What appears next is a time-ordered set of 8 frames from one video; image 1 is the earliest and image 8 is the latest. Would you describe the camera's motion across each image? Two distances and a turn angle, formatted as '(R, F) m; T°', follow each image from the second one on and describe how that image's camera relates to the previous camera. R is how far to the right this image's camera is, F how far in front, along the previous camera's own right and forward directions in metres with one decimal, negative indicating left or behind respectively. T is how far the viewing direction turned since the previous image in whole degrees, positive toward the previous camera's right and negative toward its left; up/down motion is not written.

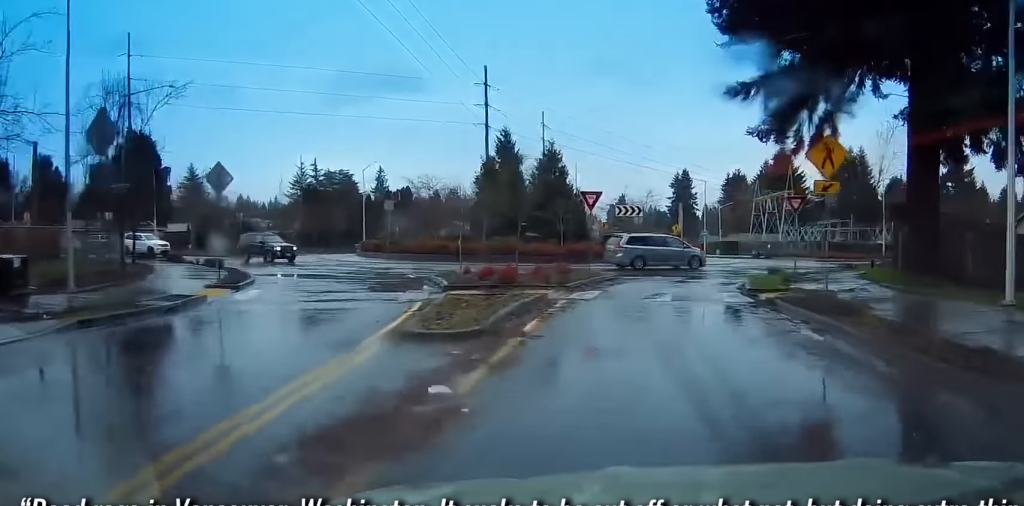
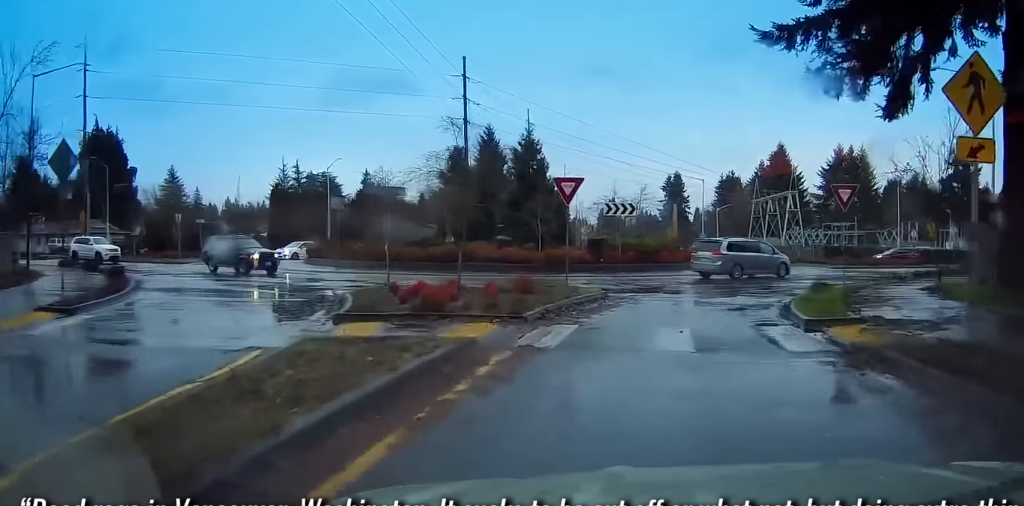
(0.0, +6.8) m; +2°
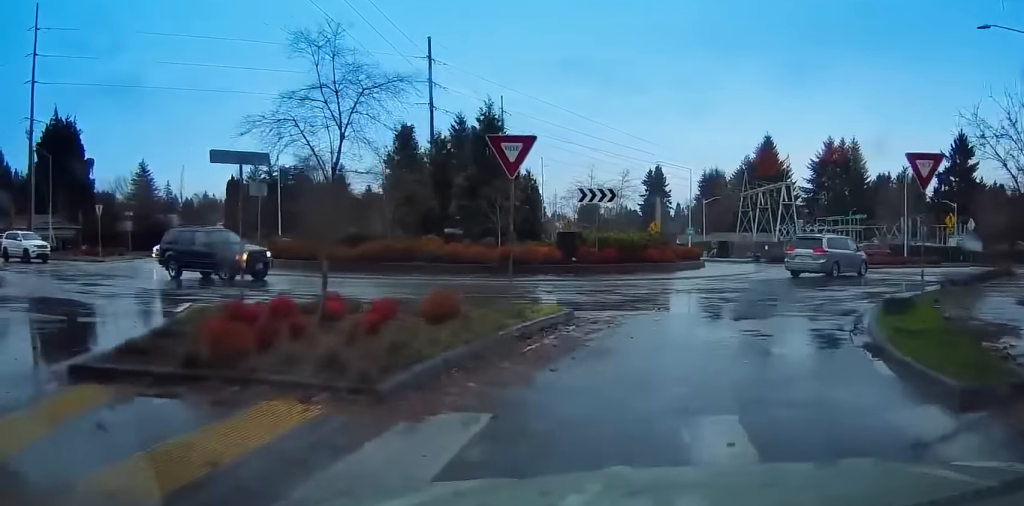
(+0.4, +6.5) m; +1°
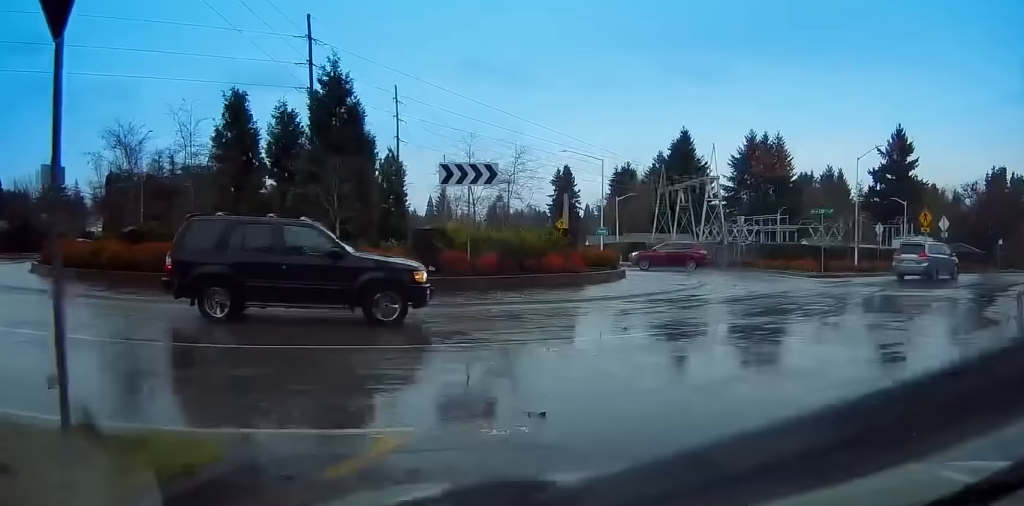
(+0.2, +10.0) m; +8°
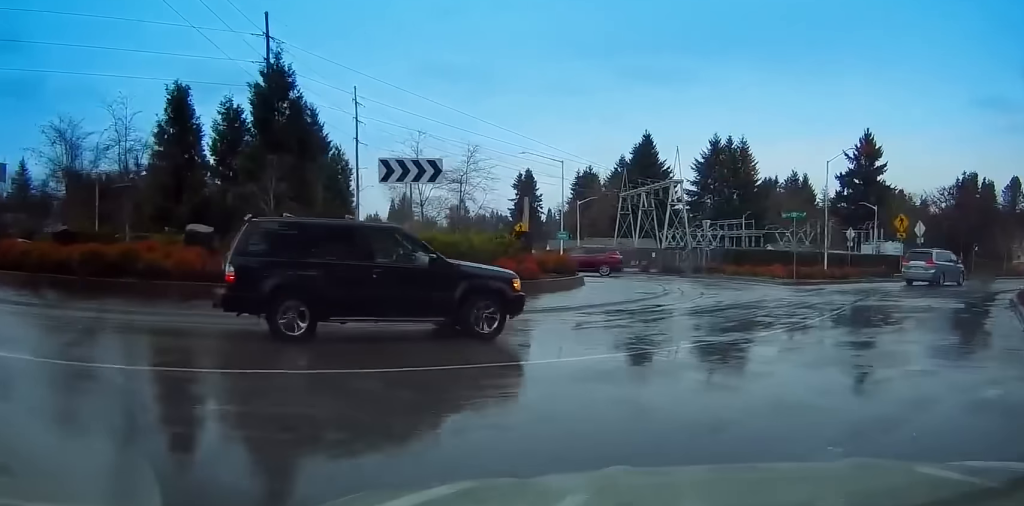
(+0.1, +2.2) m; +4°
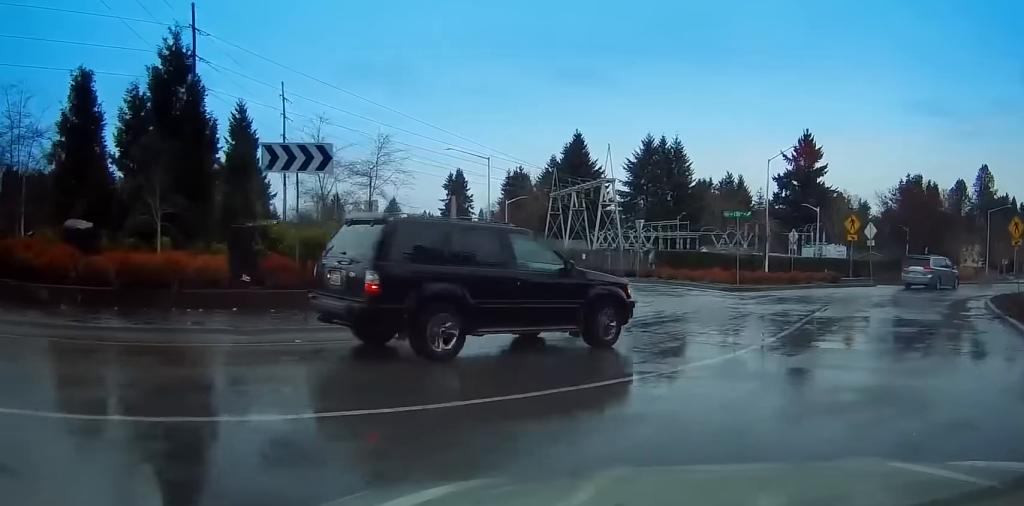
(0.0, +3.2) m; +6°
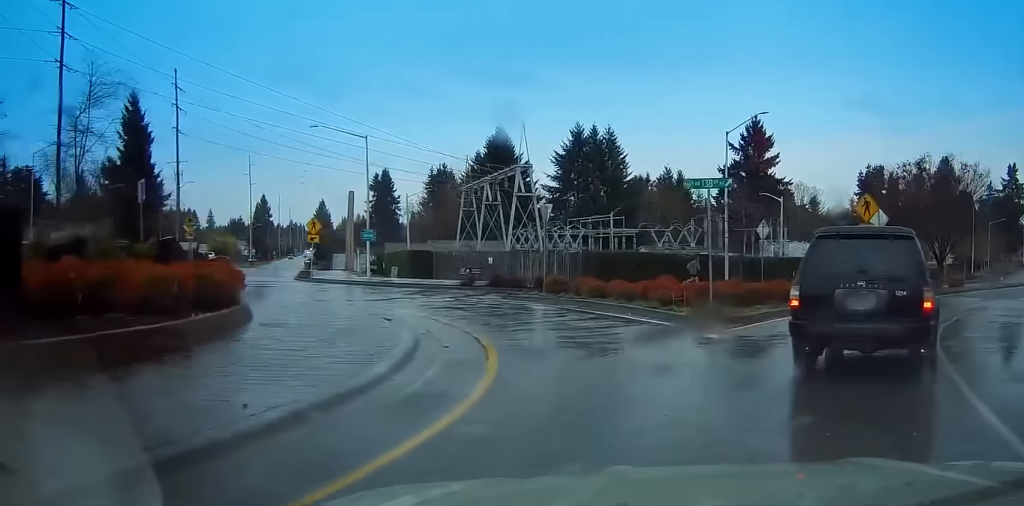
(+0.7, +11.9) m; -3°
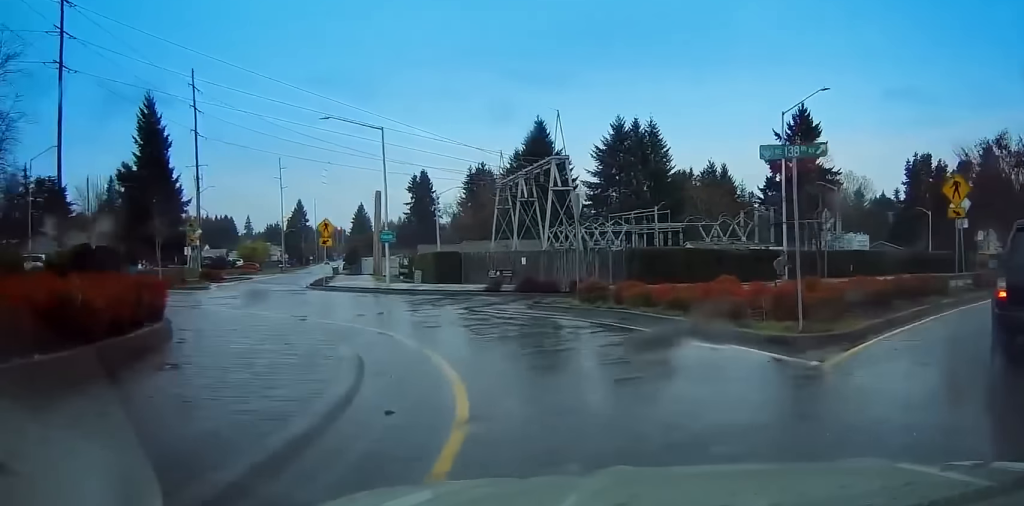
(-0.1, +3.8) m; -6°
